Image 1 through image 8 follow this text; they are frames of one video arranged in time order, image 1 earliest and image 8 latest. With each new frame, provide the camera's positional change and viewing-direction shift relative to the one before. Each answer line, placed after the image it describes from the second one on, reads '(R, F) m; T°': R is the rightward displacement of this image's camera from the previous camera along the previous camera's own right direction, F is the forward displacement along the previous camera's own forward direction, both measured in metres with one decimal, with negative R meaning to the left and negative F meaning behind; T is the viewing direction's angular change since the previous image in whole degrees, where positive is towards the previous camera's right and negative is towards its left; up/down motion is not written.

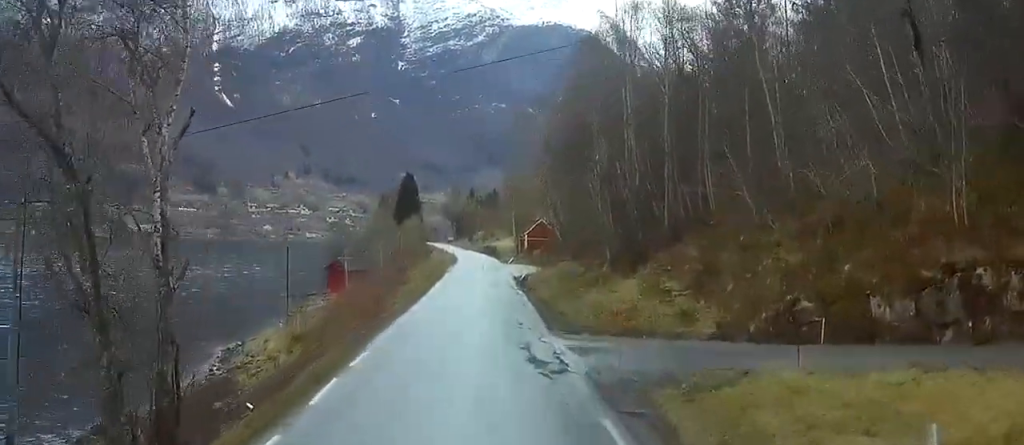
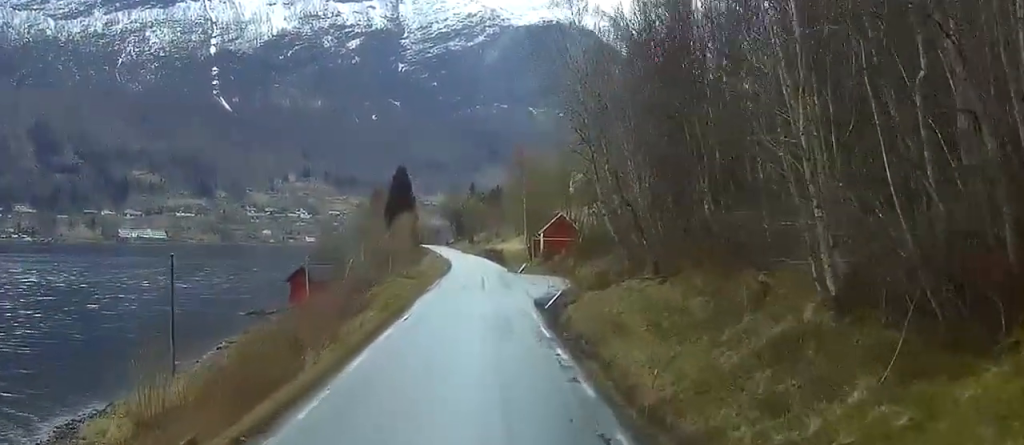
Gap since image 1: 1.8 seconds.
(+0.1, +29.8) m; 0°
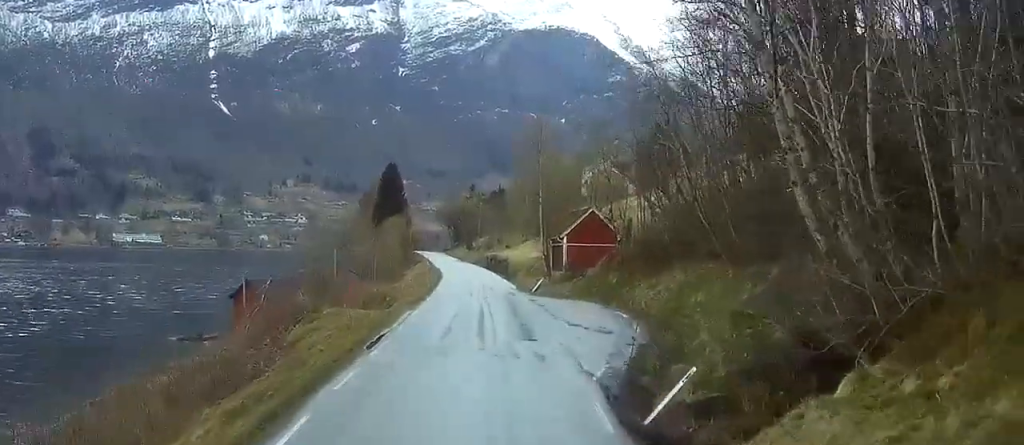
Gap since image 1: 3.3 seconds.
(-0.2, +25.9) m; 0°
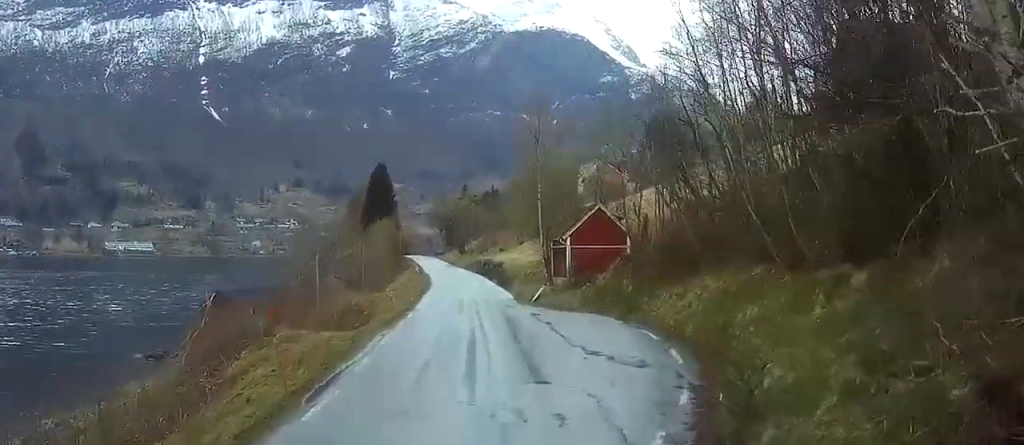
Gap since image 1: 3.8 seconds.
(0.0, +8.0) m; 0°
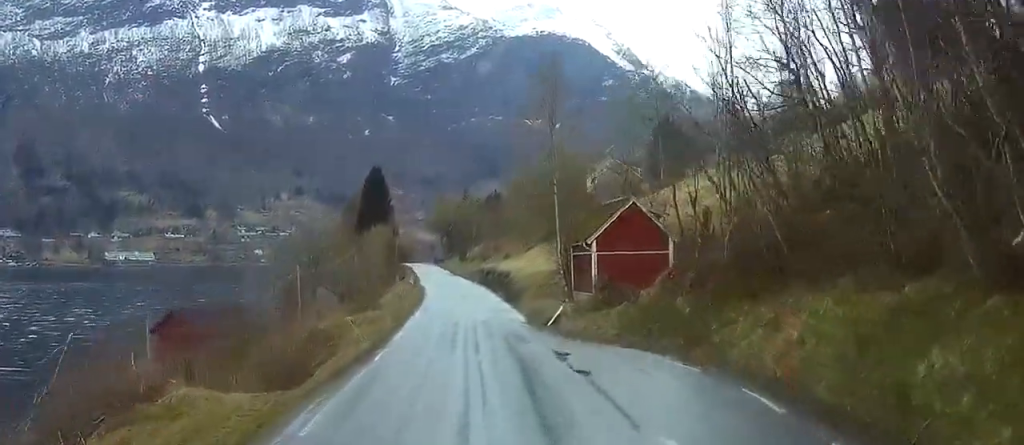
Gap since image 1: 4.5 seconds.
(0.0, +12.7) m; 0°
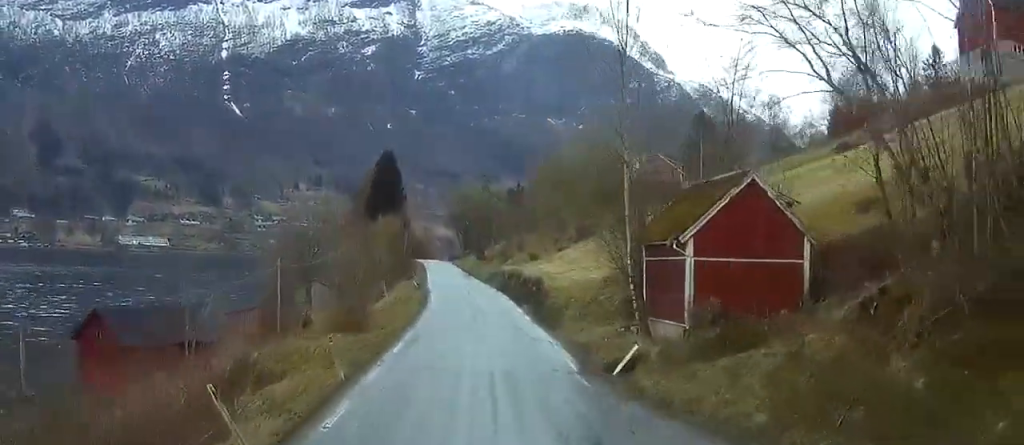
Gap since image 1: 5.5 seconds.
(-0.1, +17.1) m; 0°
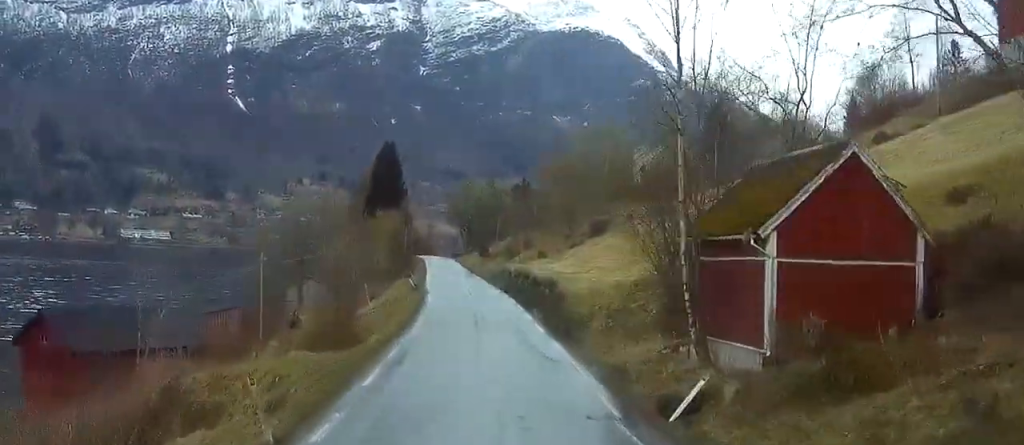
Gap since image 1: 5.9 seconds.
(0.0, +7.6) m; 0°
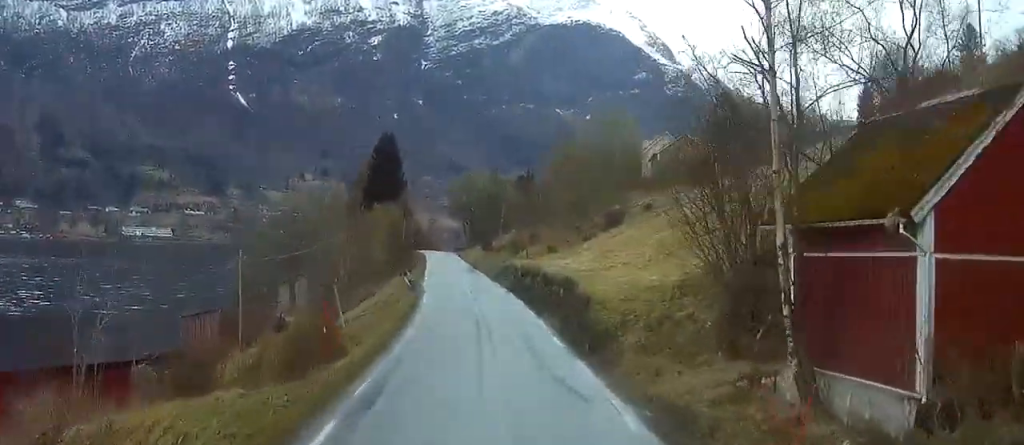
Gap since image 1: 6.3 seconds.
(0.0, +7.4) m; 0°
